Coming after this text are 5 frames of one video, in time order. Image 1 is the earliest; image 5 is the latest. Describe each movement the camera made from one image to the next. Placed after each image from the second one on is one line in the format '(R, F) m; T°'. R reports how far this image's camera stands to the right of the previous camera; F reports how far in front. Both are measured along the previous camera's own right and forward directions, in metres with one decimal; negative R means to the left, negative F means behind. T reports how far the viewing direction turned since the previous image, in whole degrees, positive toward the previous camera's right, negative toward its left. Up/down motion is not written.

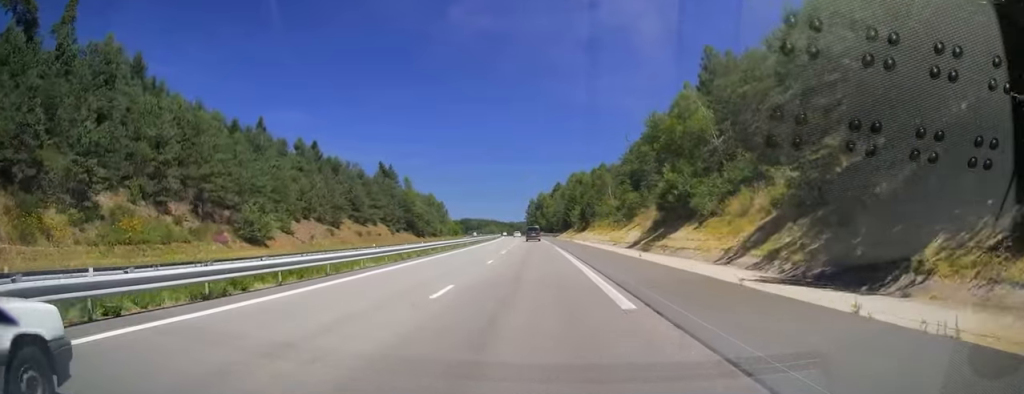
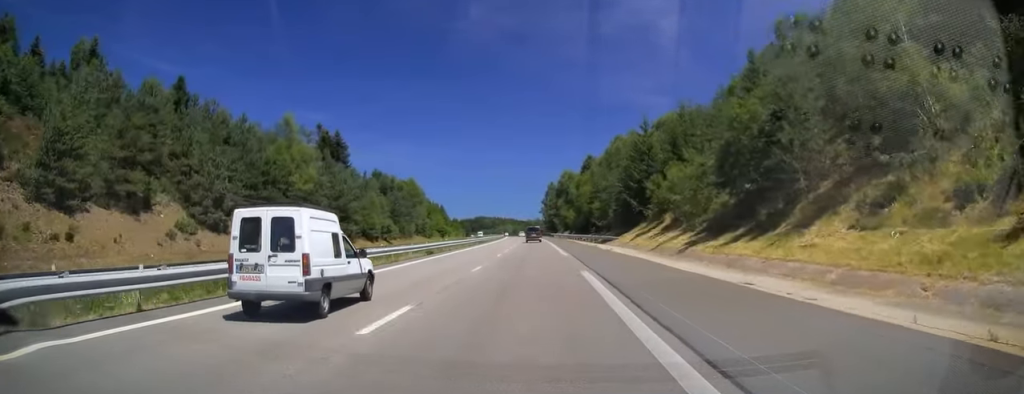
(-1.0, +82.5) m; -1°
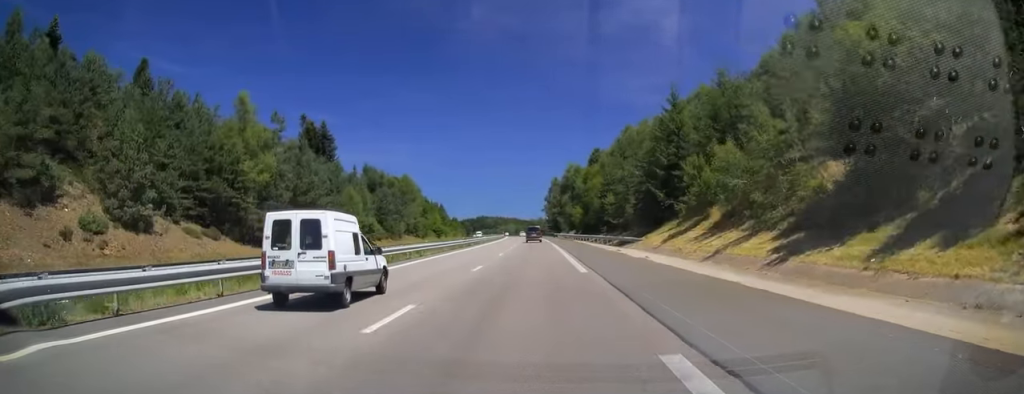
(0.0, +12.8) m; 0°
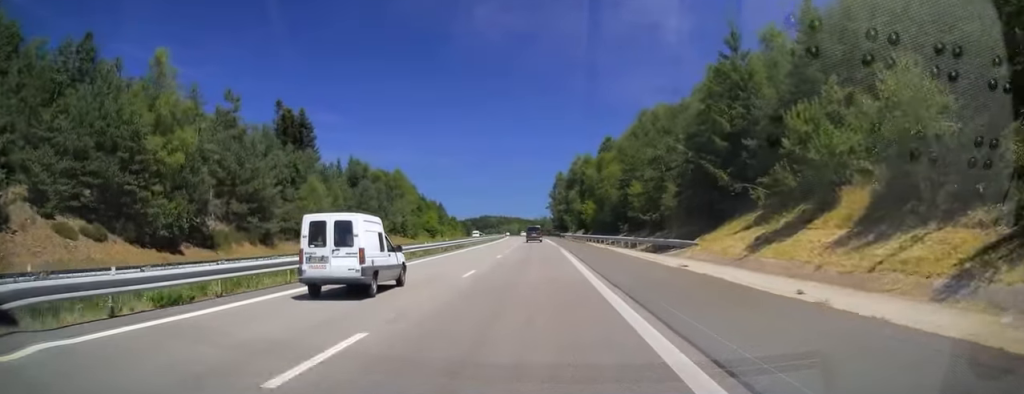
(0.0, +16.2) m; -1°
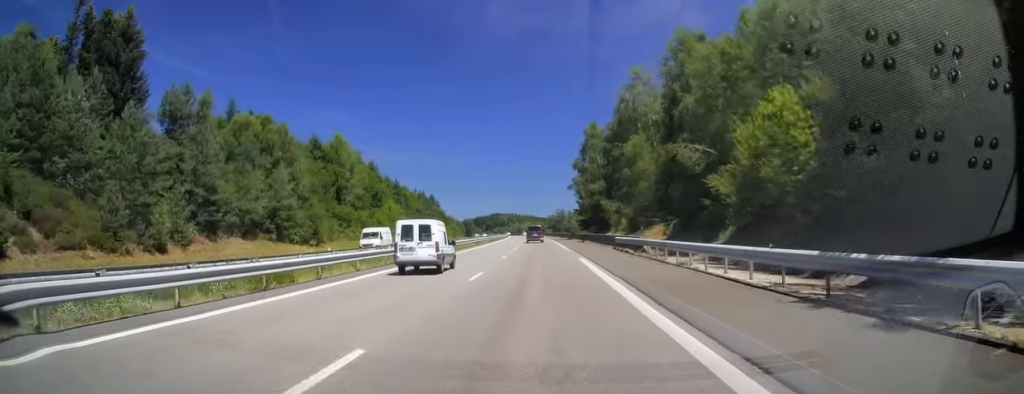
(-1.8, +66.3) m; -2°
